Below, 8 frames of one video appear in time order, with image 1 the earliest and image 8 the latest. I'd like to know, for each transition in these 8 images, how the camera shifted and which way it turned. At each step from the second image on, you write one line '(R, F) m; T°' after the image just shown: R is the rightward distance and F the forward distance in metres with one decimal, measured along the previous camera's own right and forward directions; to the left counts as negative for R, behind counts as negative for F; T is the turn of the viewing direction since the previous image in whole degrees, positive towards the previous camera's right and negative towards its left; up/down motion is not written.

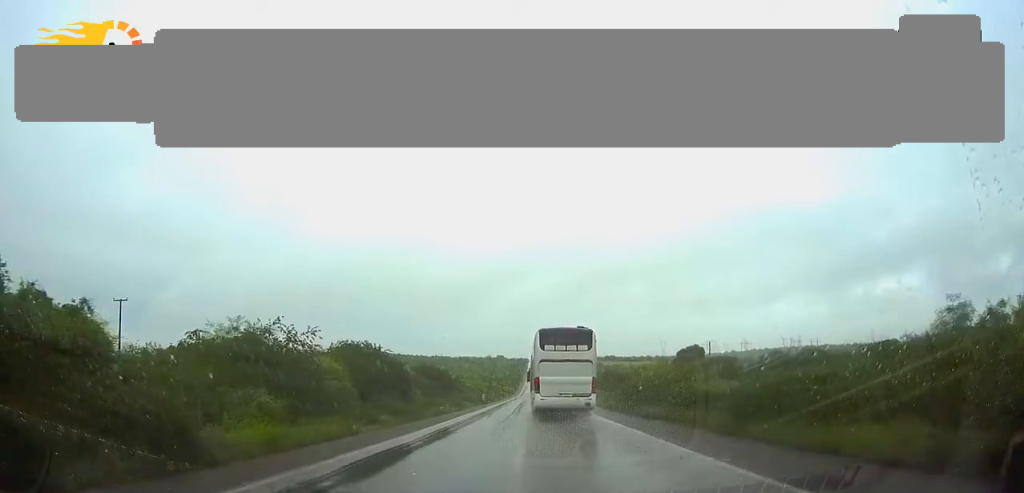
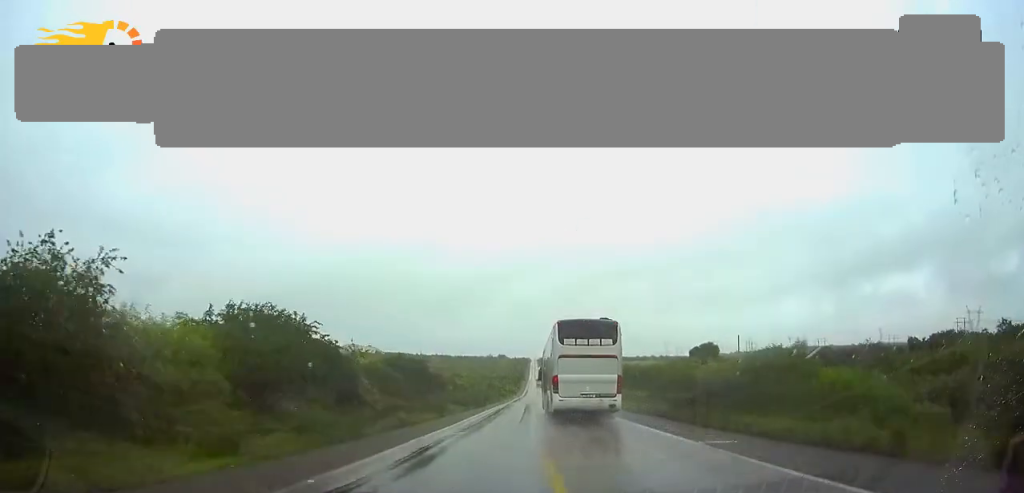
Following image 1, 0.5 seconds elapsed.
(-0.1, +15.9) m; 0°
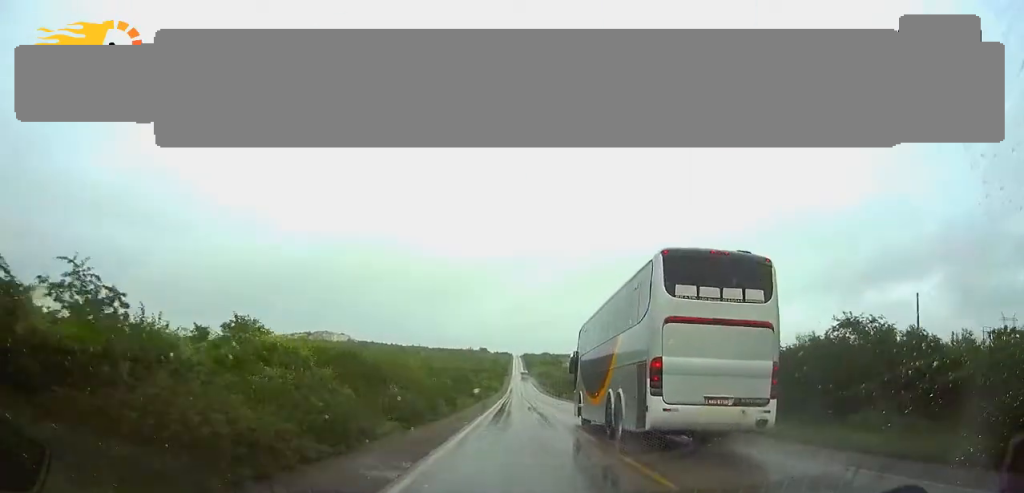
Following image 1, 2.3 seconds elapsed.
(+0.4, +58.6) m; +1°
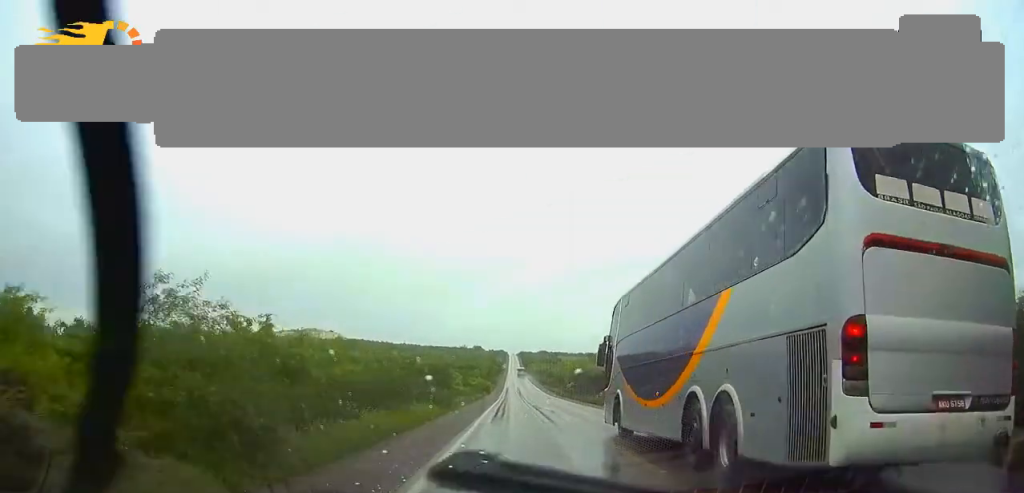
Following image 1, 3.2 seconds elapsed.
(+0.2, +30.7) m; +1°
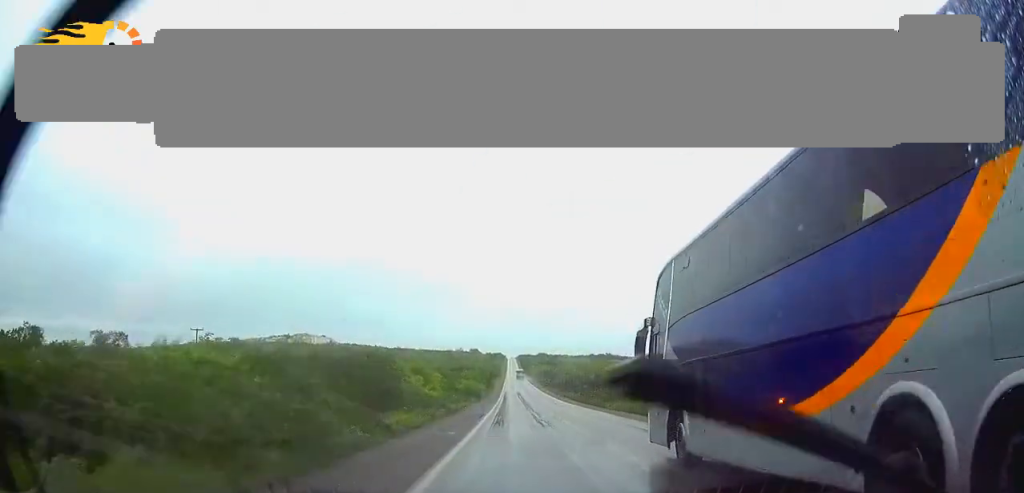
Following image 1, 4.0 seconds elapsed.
(+0.1, +26.5) m; 0°
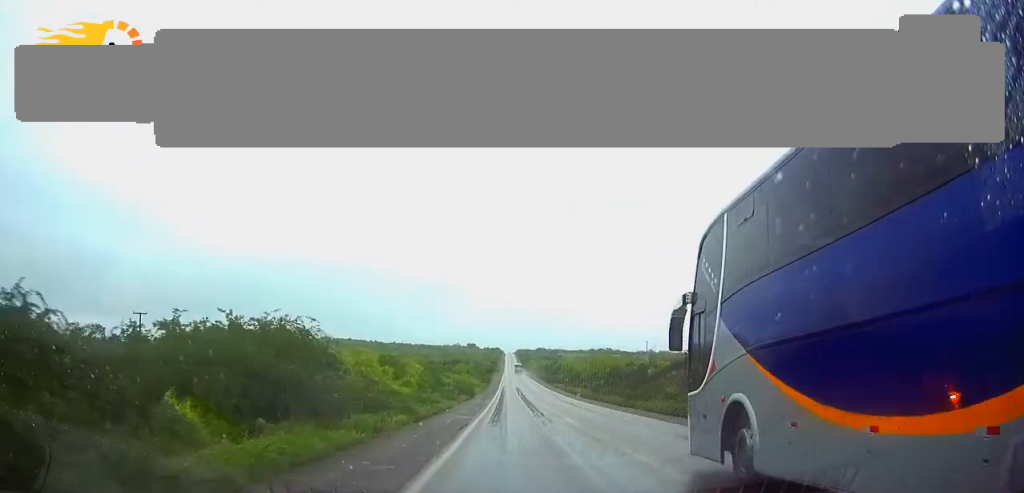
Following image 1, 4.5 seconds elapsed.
(0.0, +14.5) m; 0°
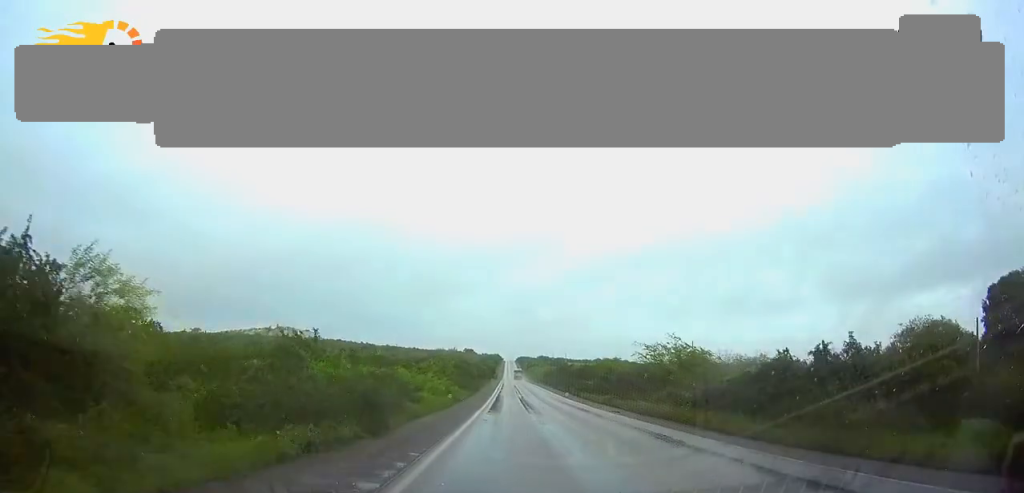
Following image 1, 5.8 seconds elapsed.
(0.0, +45.0) m; 0°
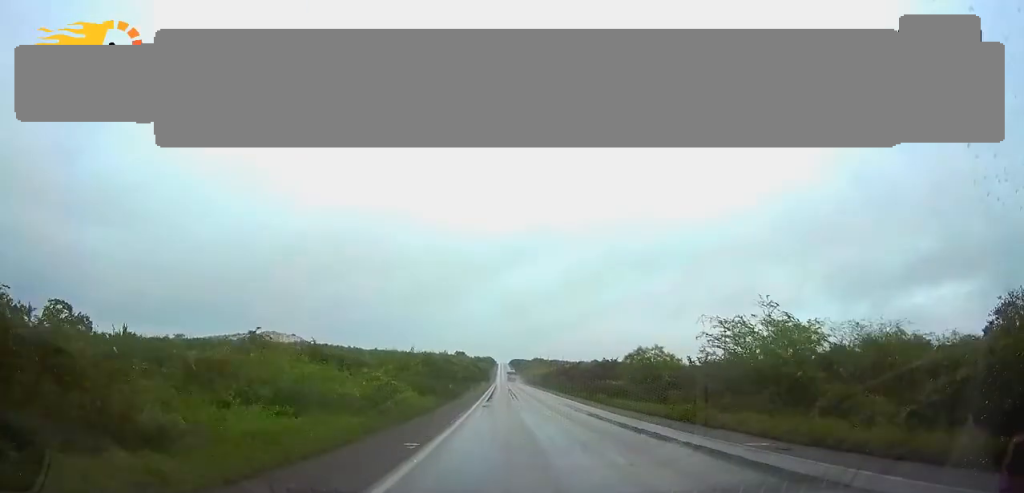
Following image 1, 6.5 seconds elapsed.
(0.0, +24.9) m; 0°
